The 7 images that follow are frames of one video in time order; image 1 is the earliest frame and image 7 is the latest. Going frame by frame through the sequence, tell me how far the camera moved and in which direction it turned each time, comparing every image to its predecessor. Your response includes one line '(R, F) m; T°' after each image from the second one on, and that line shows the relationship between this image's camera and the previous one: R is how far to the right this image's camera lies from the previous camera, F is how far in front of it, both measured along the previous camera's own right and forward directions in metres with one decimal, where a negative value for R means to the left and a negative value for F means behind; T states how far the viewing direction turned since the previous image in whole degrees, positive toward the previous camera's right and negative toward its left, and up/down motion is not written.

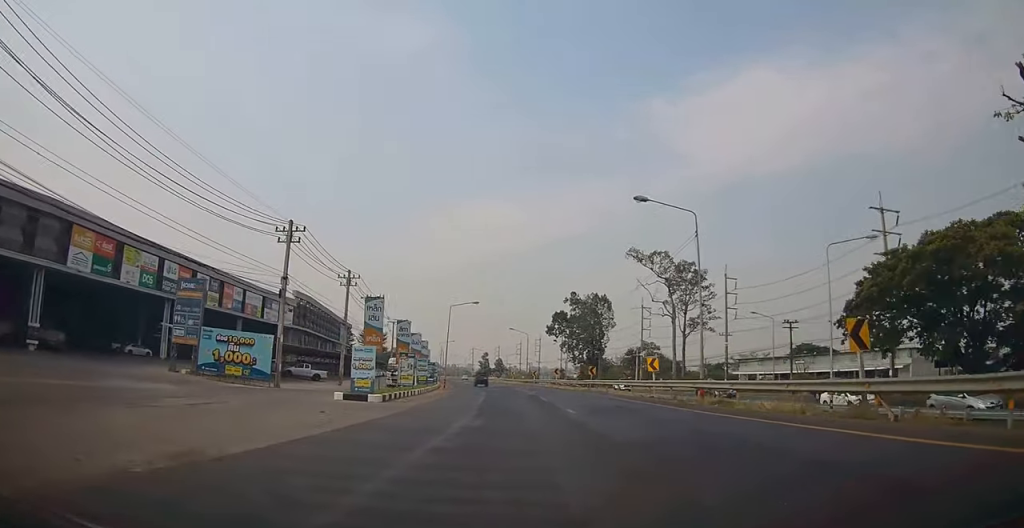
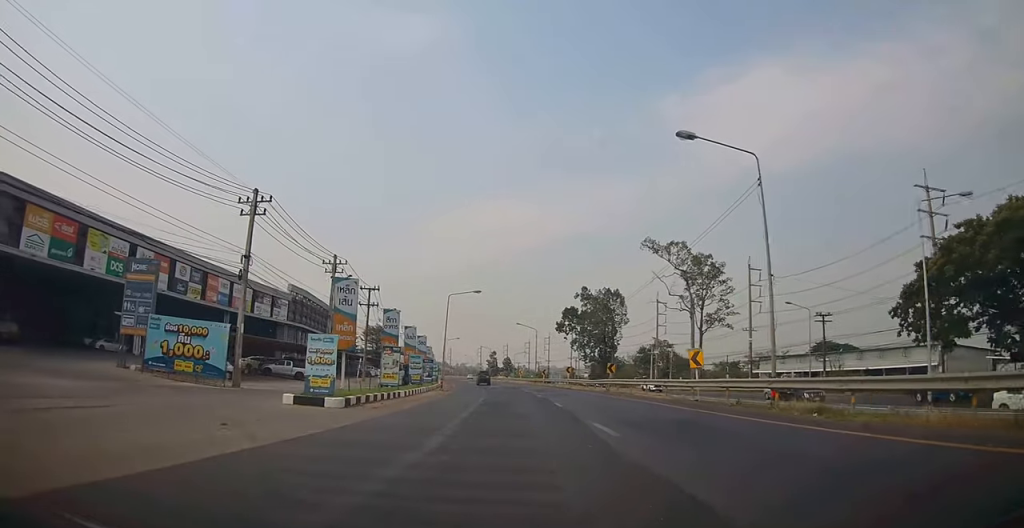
(+0.4, +7.0) m; 0°
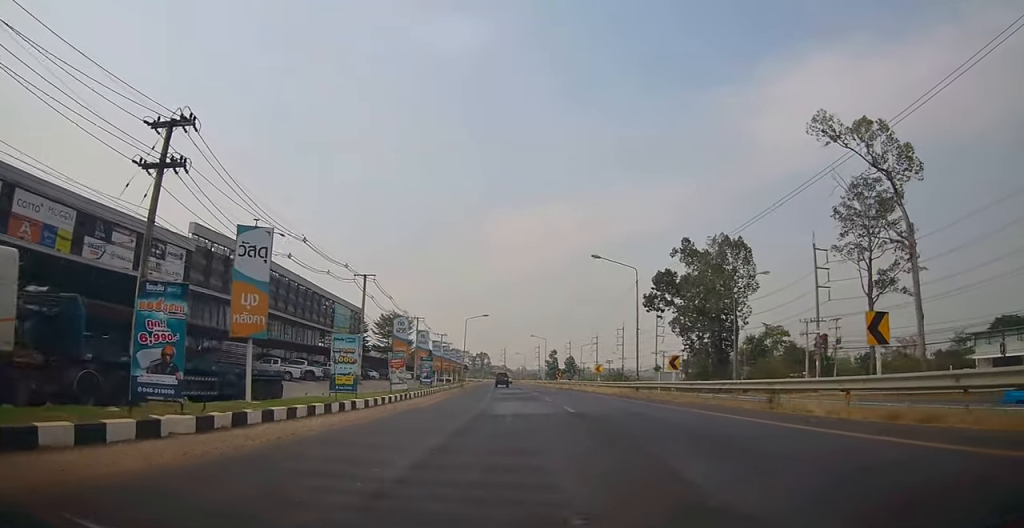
(-3.1, +50.0) m; -10°
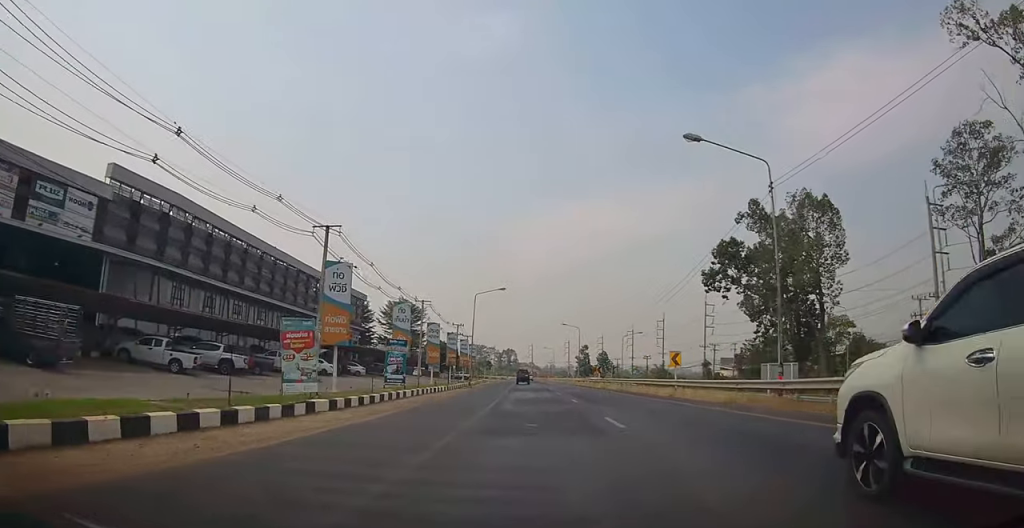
(-1.1, +19.2) m; -2°
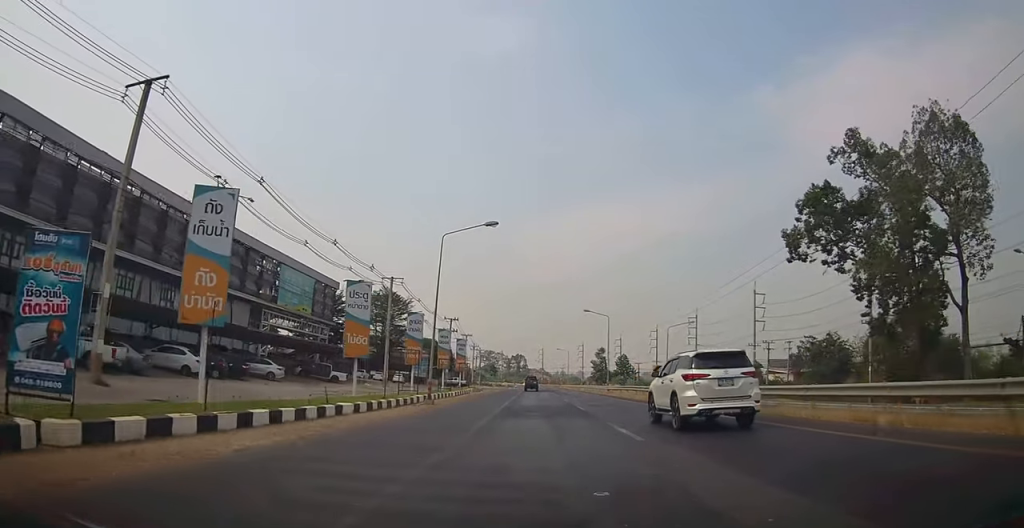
(+0.2, +23.4) m; -2°
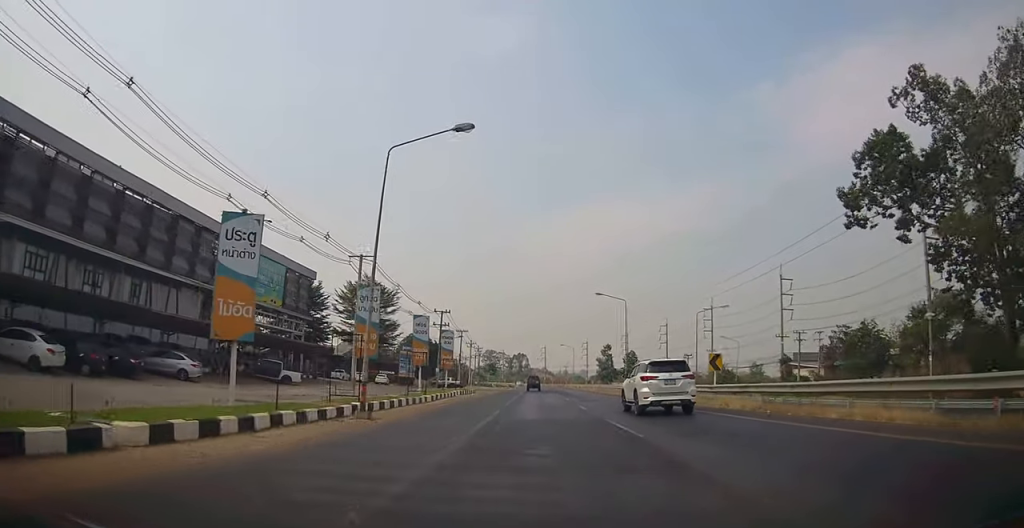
(-0.2, +11.1) m; -1°
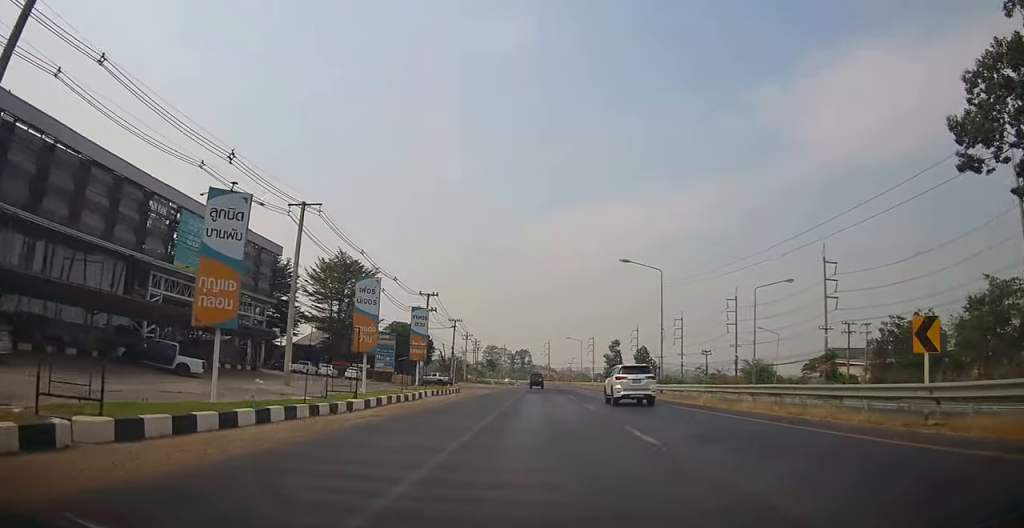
(-0.1, +13.6) m; 0°
